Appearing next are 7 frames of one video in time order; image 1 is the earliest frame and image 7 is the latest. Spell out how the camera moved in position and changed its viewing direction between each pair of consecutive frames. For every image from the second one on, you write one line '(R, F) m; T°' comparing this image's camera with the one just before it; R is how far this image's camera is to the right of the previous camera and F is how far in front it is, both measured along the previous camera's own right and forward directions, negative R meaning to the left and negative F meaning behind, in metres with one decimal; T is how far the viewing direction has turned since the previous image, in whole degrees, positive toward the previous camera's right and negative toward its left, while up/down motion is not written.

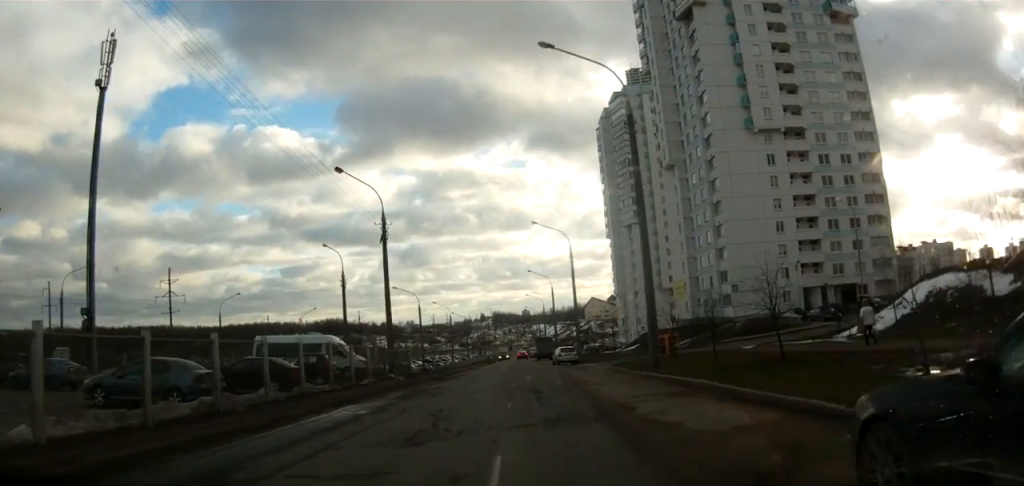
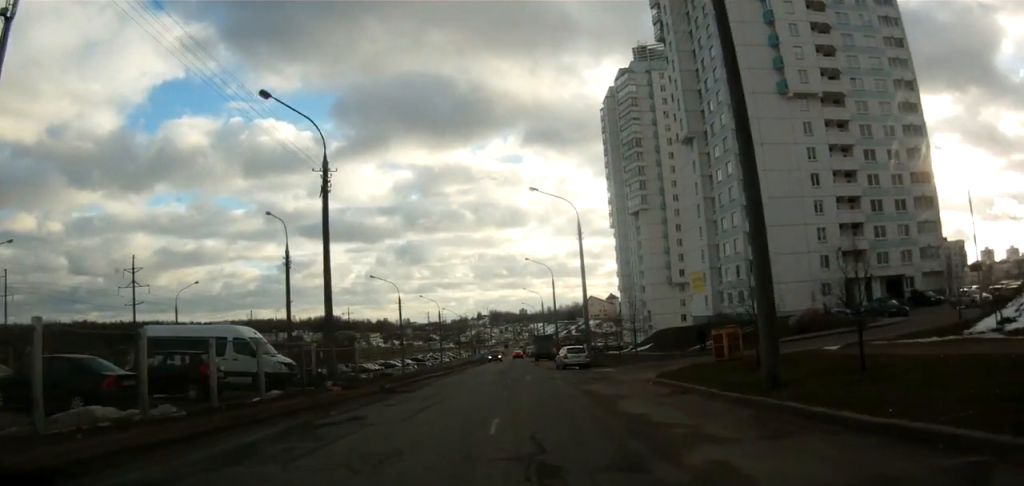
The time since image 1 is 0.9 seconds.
(0.0, +11.6) m; 0°
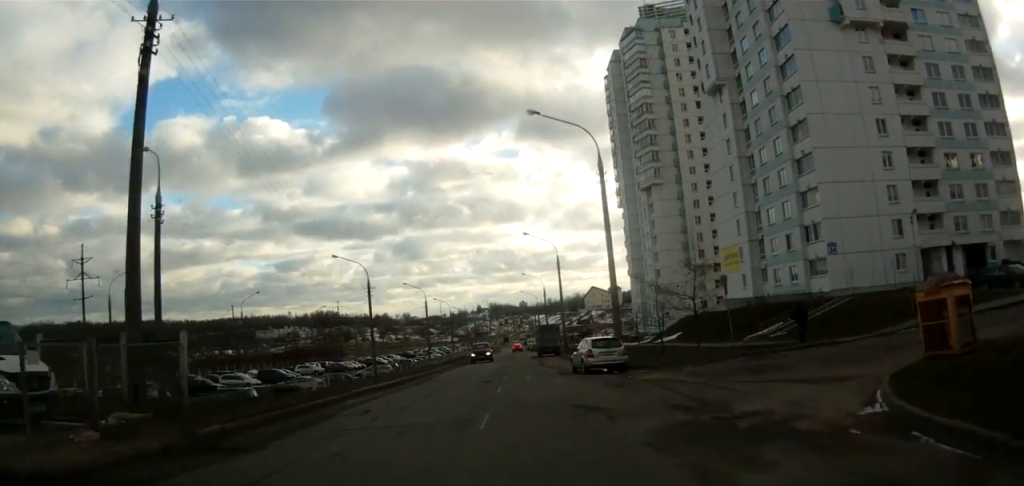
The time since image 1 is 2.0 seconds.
(0.0, +13.9) m; 0°
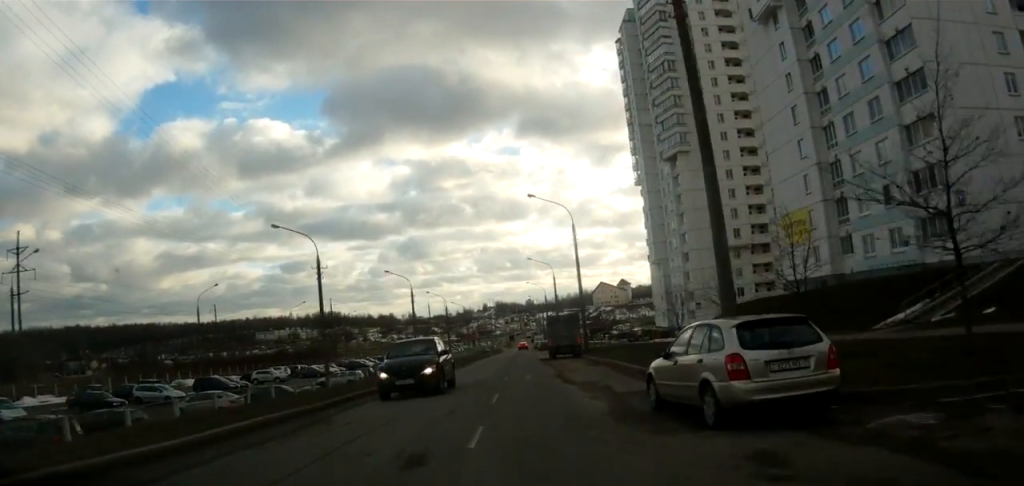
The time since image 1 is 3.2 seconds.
(0.0, +15.9) m; -1°
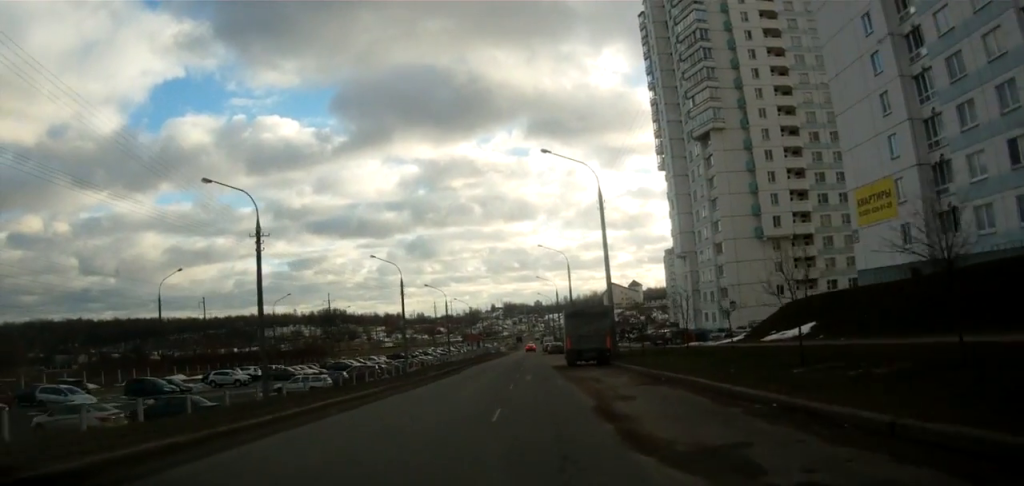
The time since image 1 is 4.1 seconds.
(-0.3, +12.0) m; 0°
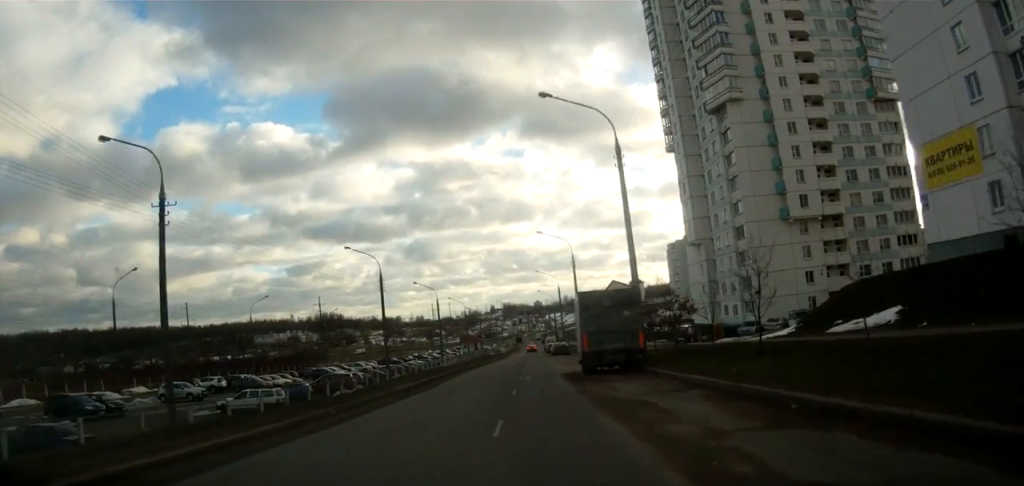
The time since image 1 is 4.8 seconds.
(+0.1, +9.3) m; +1°
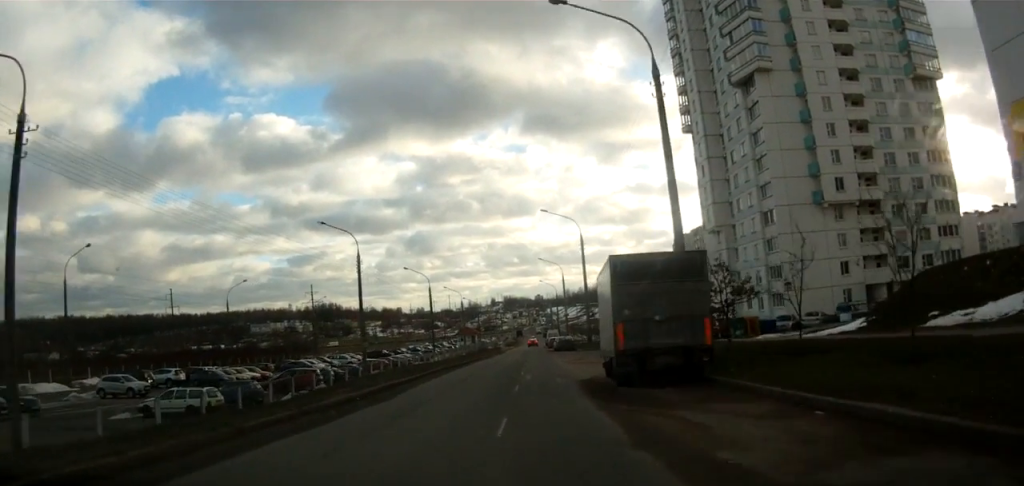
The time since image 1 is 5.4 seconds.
(+0.1, +8.2) m; +1°
